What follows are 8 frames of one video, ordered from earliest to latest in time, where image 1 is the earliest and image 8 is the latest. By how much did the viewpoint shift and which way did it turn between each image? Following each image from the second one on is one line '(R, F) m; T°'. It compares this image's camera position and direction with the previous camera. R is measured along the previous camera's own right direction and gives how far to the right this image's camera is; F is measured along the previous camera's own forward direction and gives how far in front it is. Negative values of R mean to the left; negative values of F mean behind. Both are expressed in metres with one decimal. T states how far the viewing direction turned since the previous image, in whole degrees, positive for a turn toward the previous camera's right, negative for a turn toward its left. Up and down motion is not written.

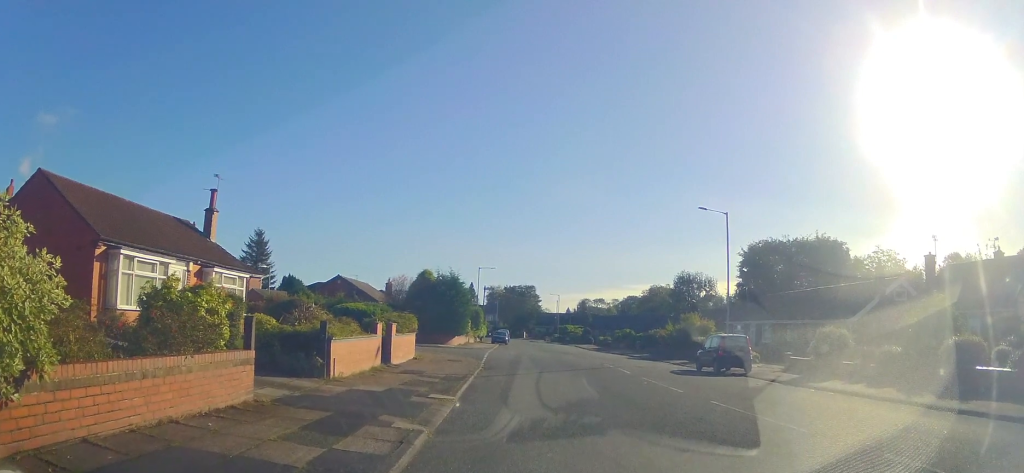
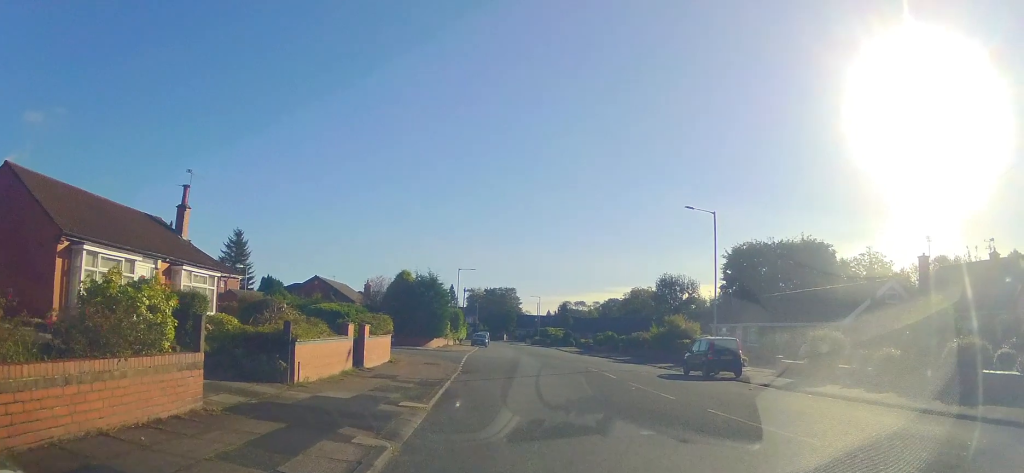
(0.0, 0.0) m; 0°
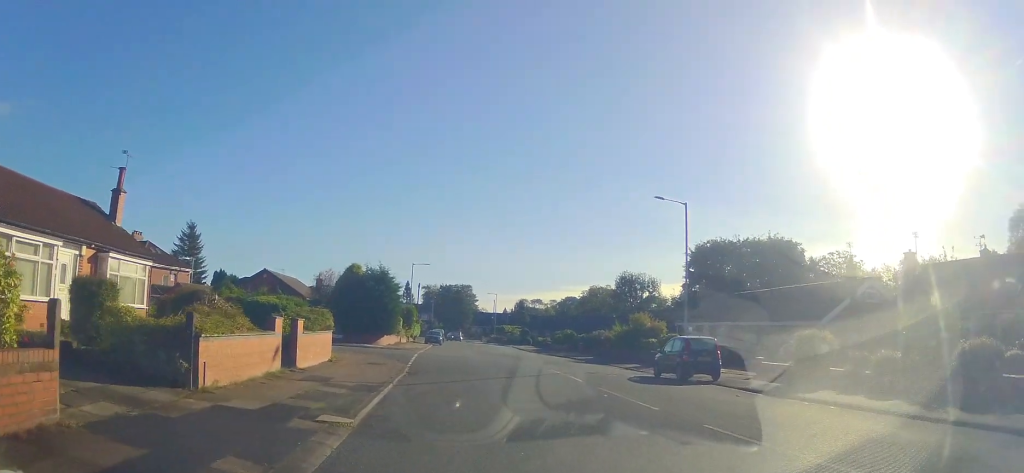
(0.0, +0.4) m; 0°
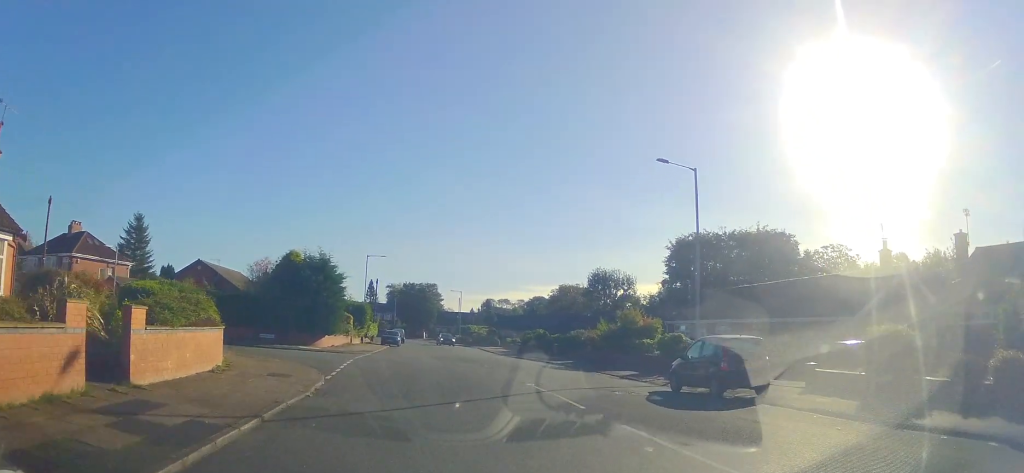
(+0.1, +4.2) m; +8°
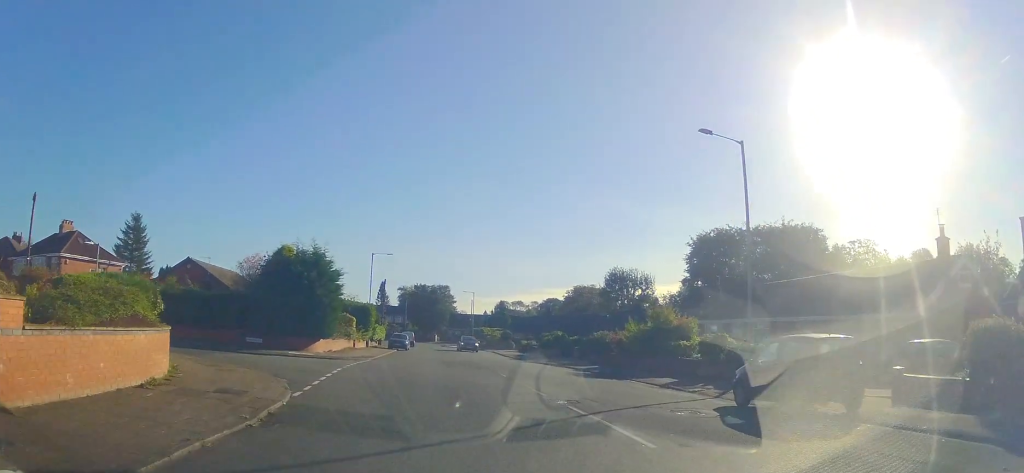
(+0.3, +3.1) m; -1°
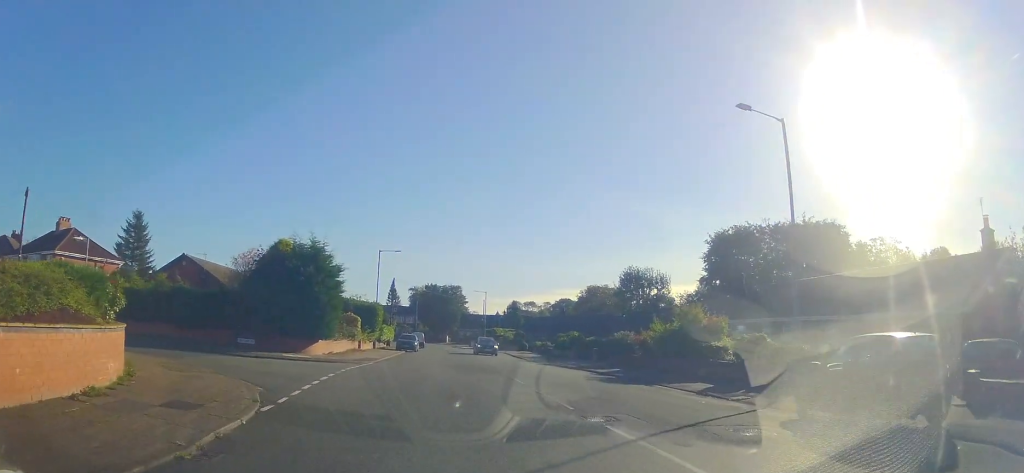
(-0.1, +2.1) m; -1°
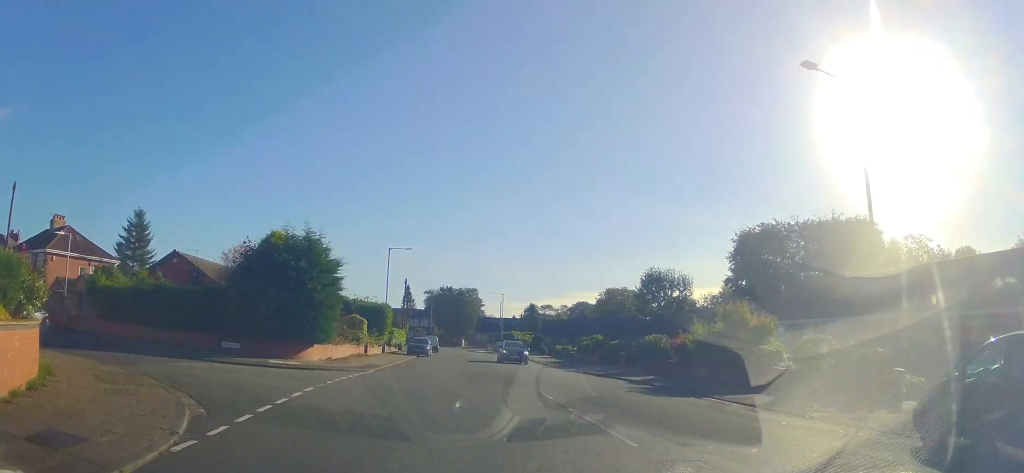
(-0.3, +3.0) m; -1°
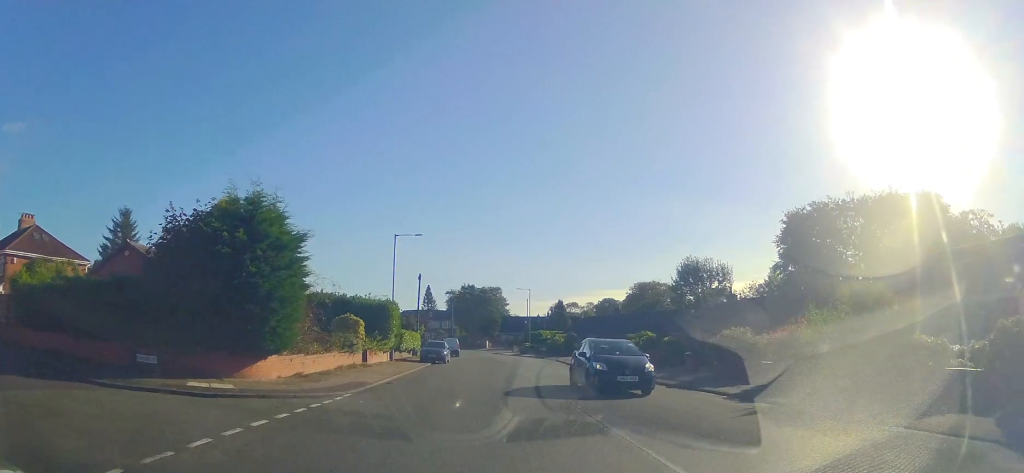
(+0.4, +6.8) m; -1°
